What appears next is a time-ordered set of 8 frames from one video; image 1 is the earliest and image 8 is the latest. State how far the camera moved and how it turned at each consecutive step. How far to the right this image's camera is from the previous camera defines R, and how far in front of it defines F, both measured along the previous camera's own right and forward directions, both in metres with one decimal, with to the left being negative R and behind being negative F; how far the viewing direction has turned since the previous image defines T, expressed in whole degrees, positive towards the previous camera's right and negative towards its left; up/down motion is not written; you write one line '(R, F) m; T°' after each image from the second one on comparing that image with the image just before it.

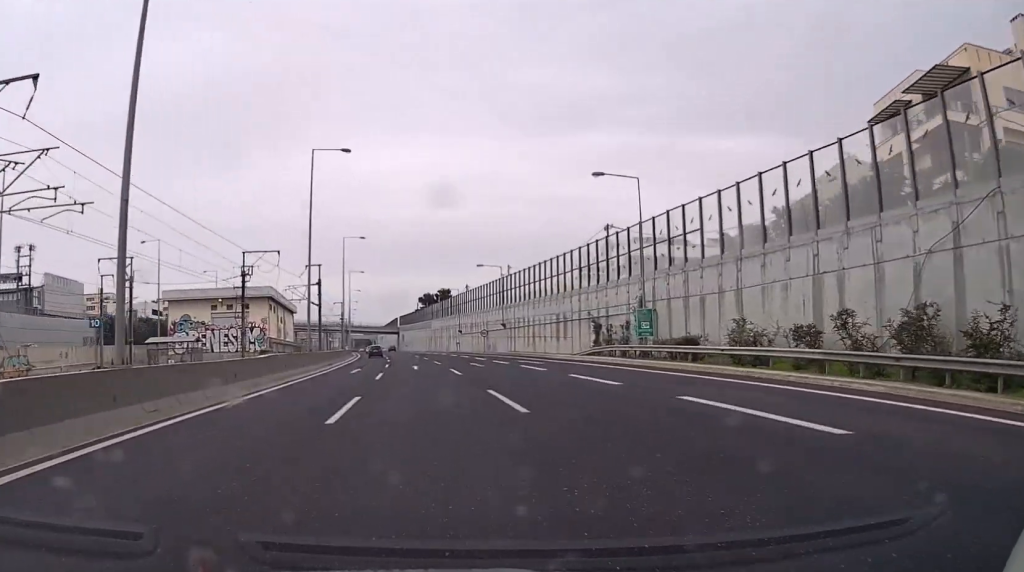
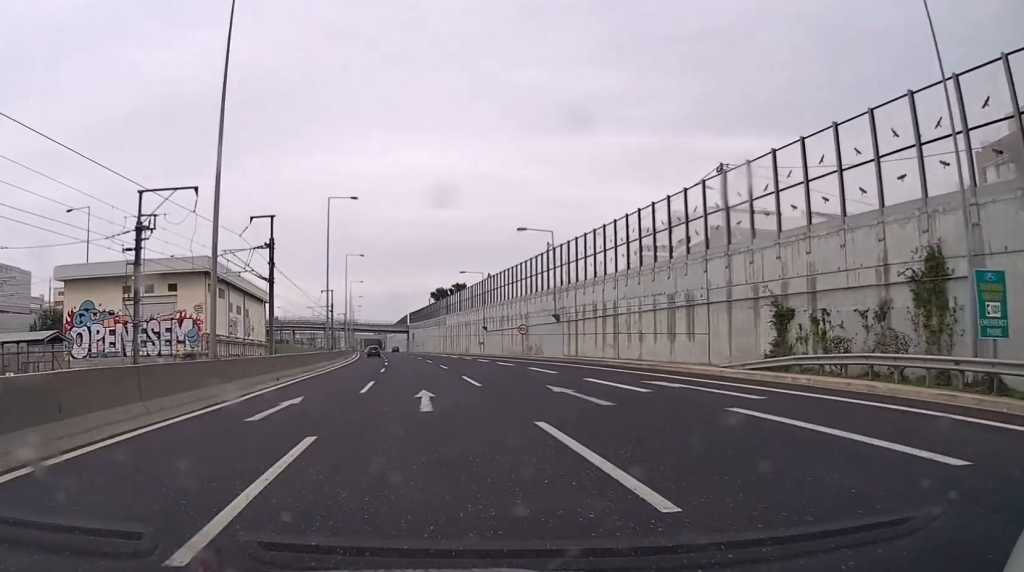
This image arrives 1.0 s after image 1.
(0.0, +26.8) m; 0°
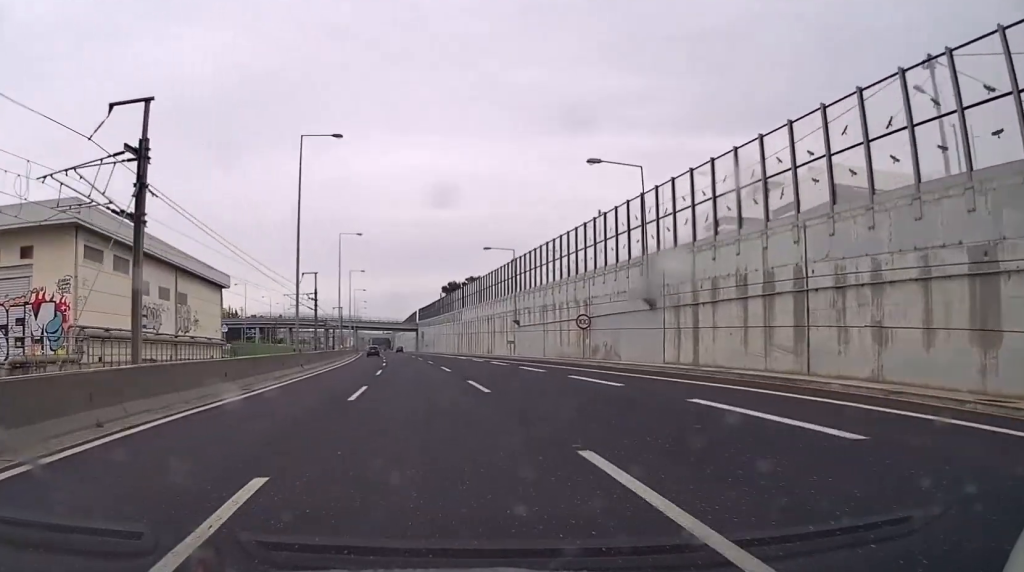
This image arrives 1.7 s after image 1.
(0.0, +21.3) m; 0°
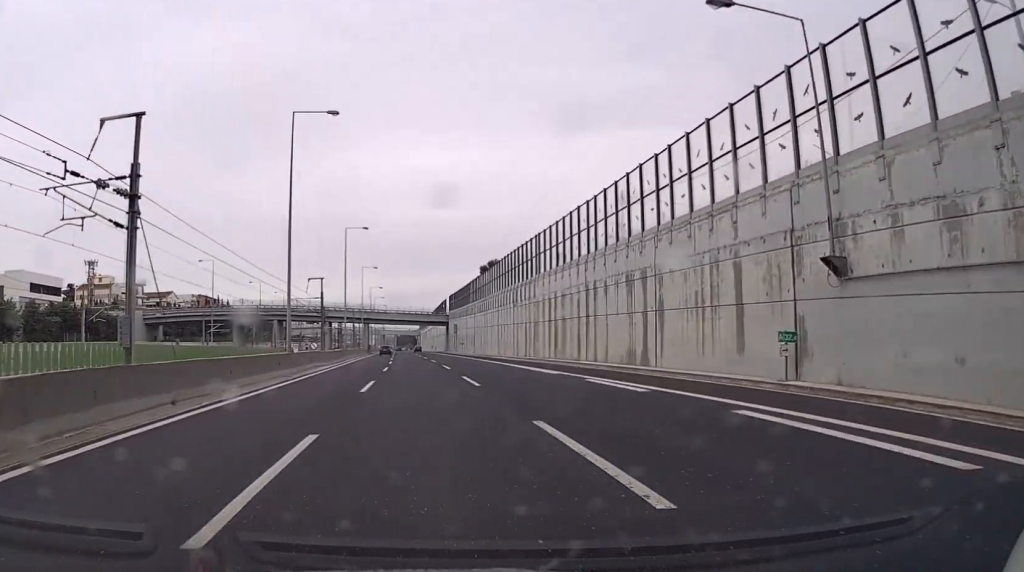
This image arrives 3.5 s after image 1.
(-0.8, +49.9) m; -2°
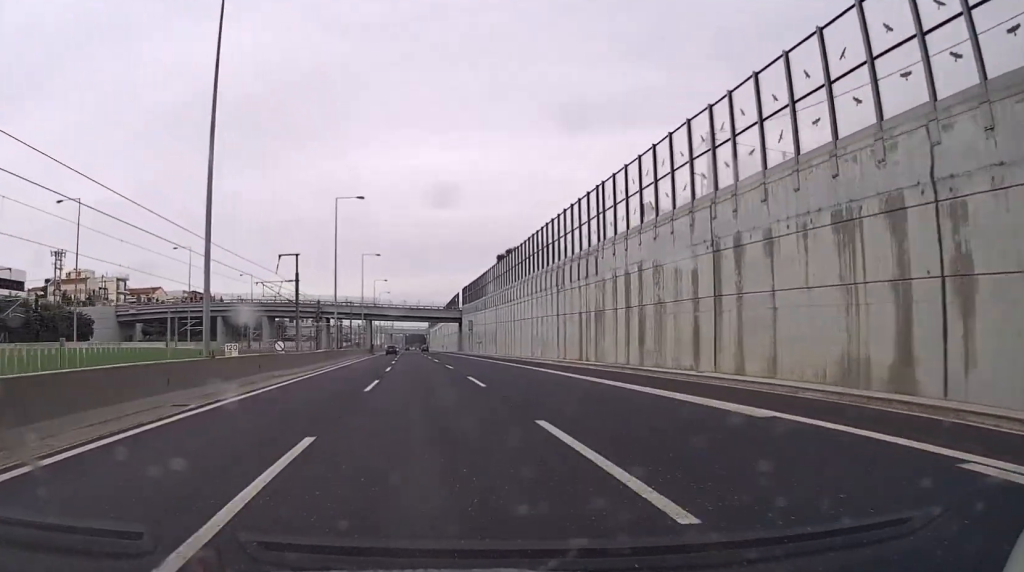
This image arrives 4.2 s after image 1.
(-0.3, +18.5) m; -1°
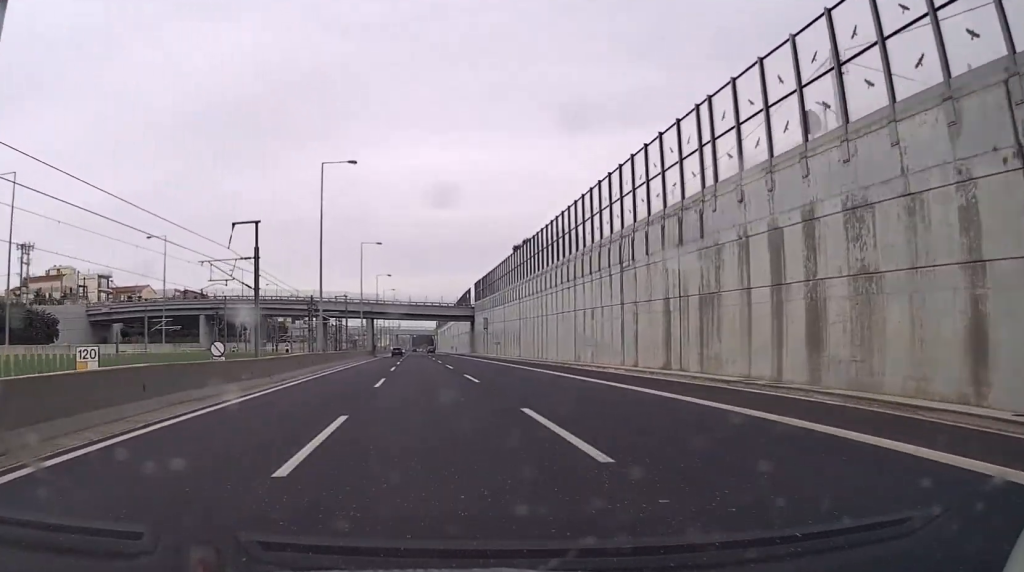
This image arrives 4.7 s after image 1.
(-0.1, +14.8) m; 0°
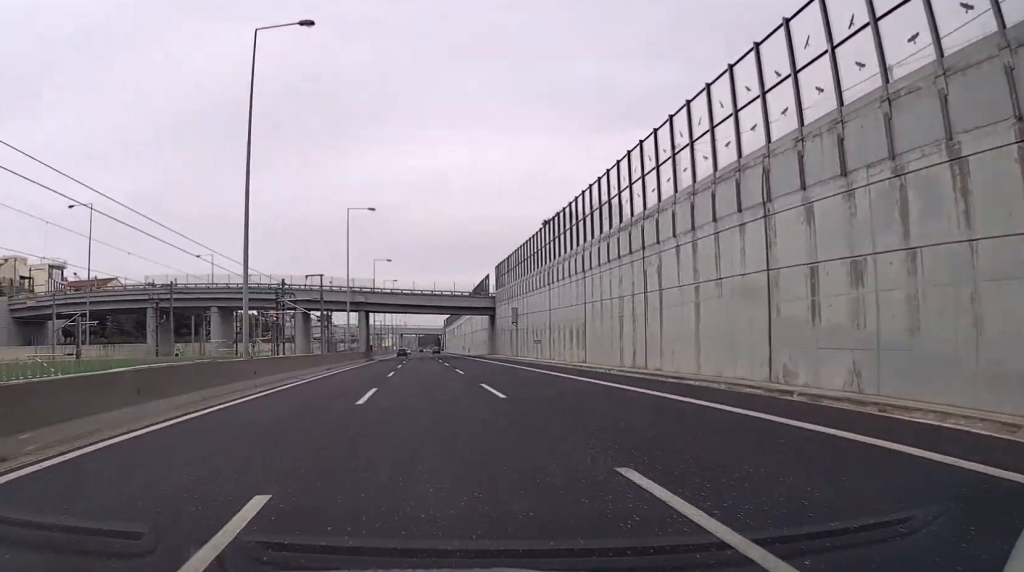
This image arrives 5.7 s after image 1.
(-0.1, +25.8) m; -1°
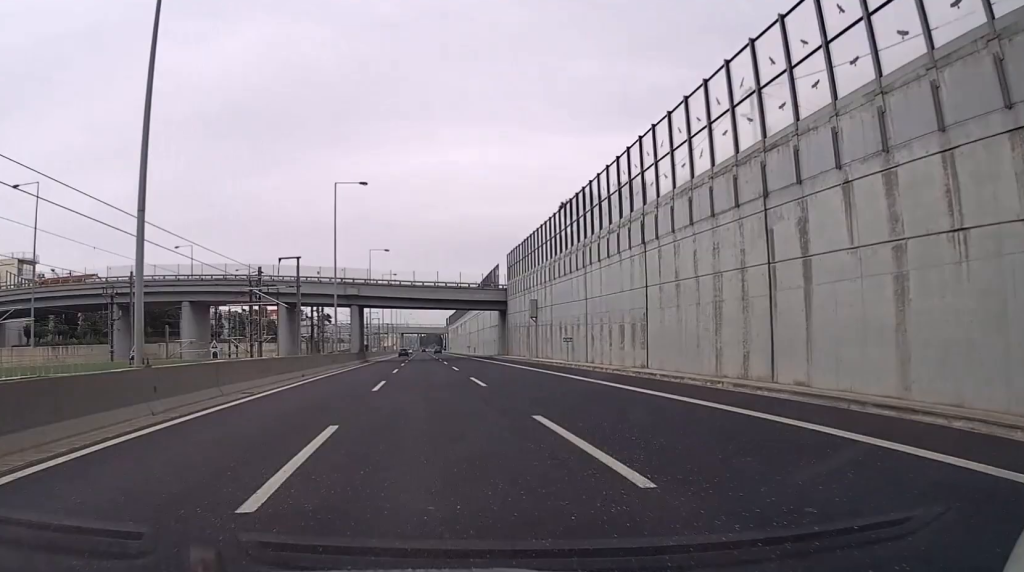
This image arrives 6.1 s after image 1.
(-0.2, +12.0) m; 0°
